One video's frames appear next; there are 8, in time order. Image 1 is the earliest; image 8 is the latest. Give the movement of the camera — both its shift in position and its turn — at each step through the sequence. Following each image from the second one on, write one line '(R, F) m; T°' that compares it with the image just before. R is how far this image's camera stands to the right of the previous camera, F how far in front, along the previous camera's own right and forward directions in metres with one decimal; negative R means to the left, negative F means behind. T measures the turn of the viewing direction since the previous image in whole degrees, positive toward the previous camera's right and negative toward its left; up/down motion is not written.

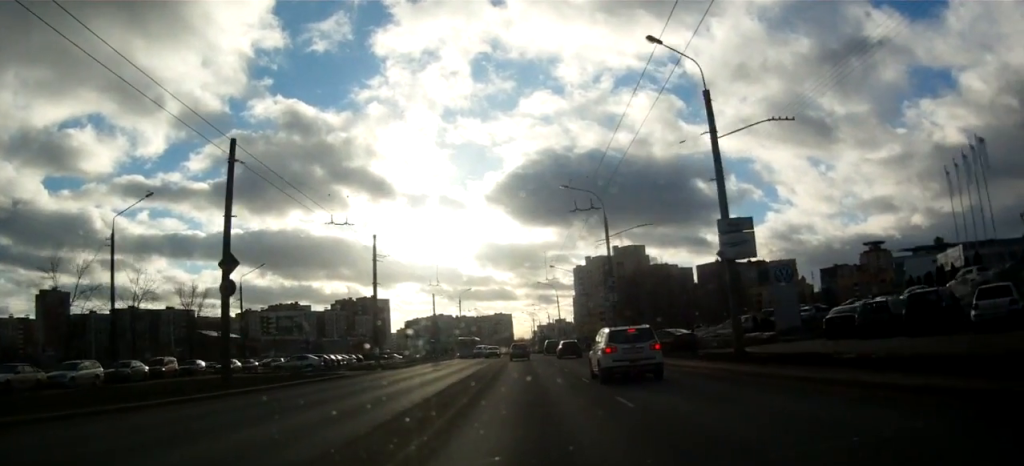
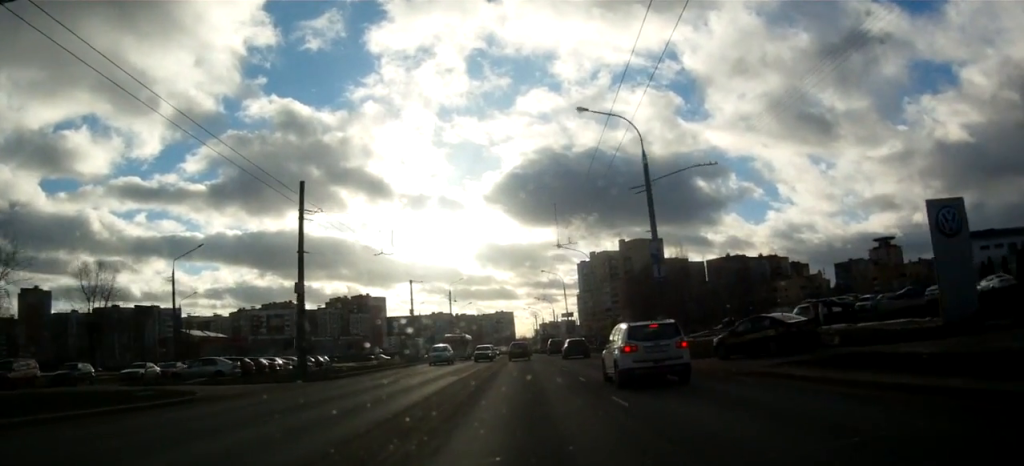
(+0.3, +16.2) m; +2°
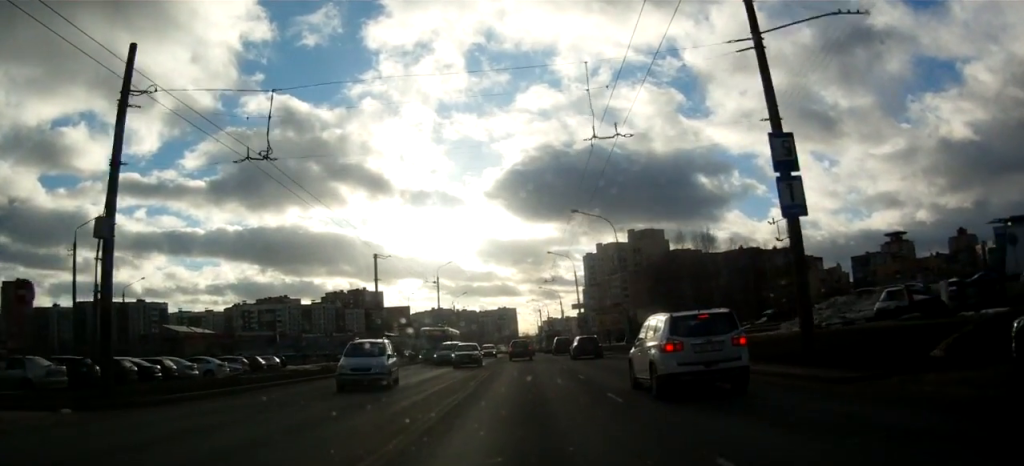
(-0.1, +16.1) m; -2°
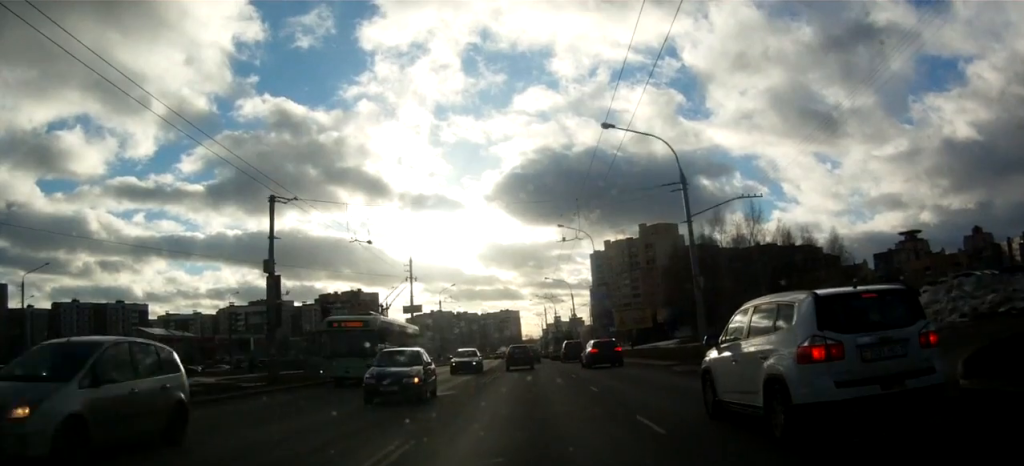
(-0.6, +19.7) m; -1°
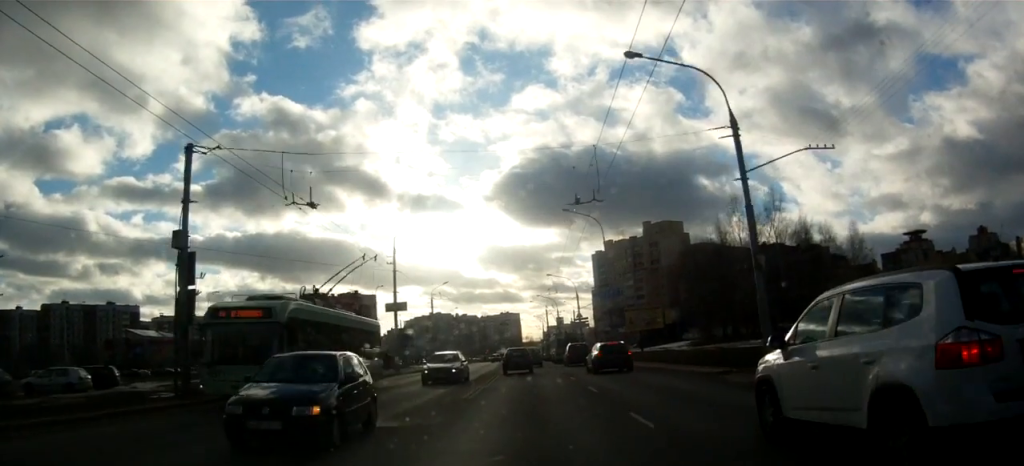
(0.0, +7.3) m; +1°
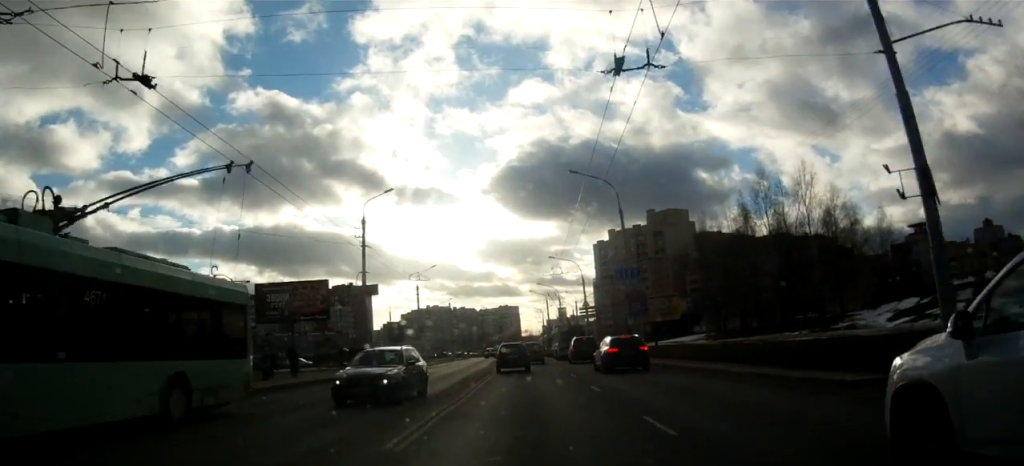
(+0.1, +9.7) m; +1°
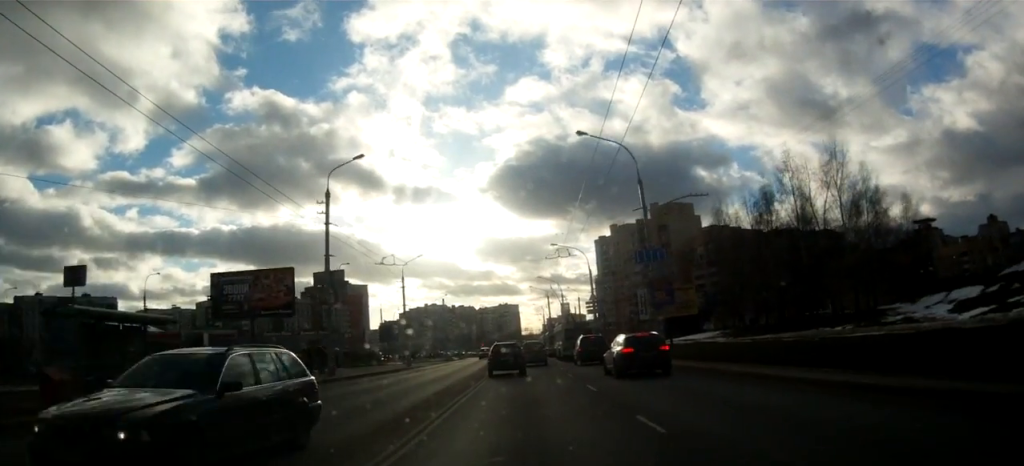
(+0.1, +7.4) m; 0°
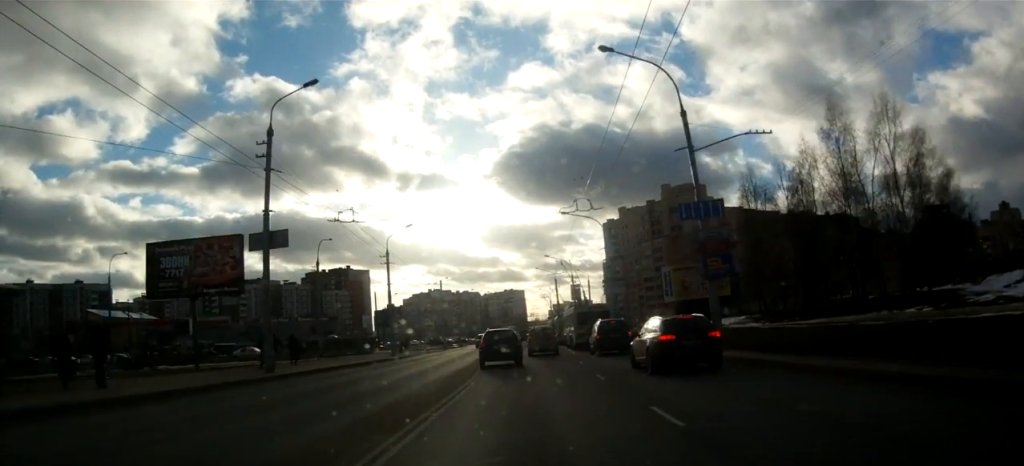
(0.0, +8.5) m; -1°
